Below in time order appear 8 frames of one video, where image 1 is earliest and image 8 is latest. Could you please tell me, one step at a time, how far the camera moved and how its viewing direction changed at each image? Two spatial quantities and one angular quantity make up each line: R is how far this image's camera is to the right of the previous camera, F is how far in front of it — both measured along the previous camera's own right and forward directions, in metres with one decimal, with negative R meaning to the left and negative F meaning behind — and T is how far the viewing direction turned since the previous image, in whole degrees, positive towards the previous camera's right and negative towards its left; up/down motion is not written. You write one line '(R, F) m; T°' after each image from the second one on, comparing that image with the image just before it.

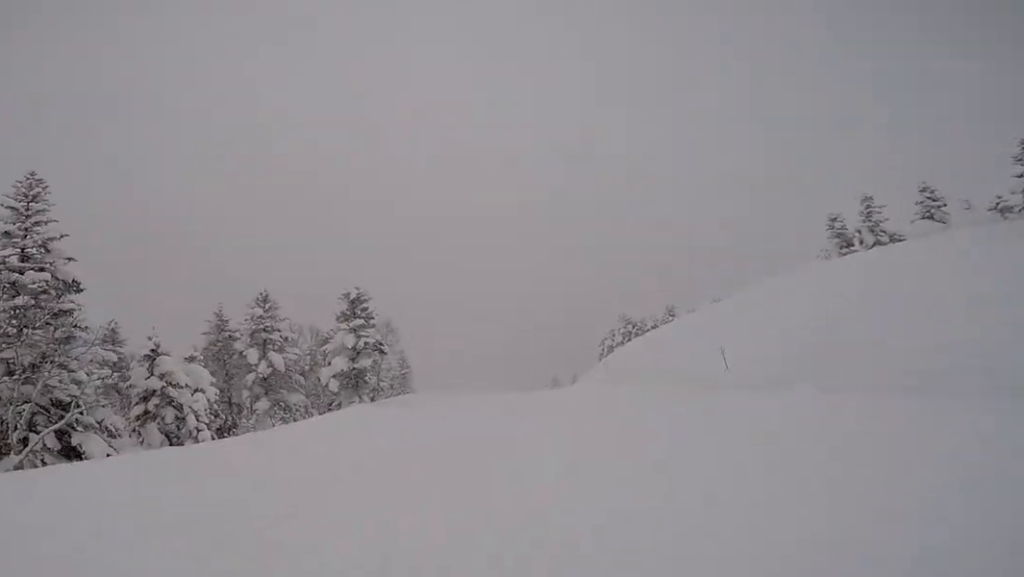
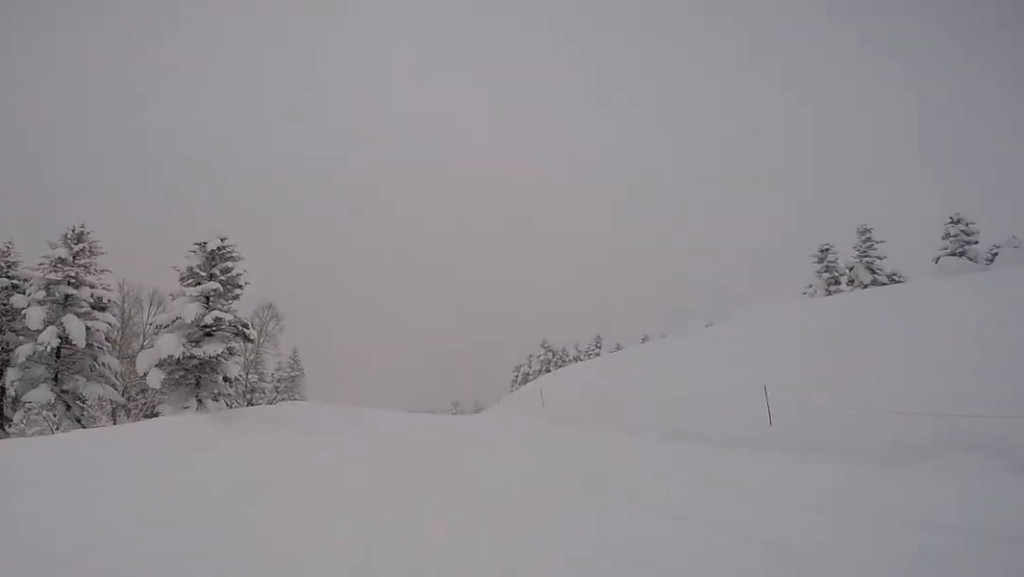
(+1.3, +7.9) m; +6°
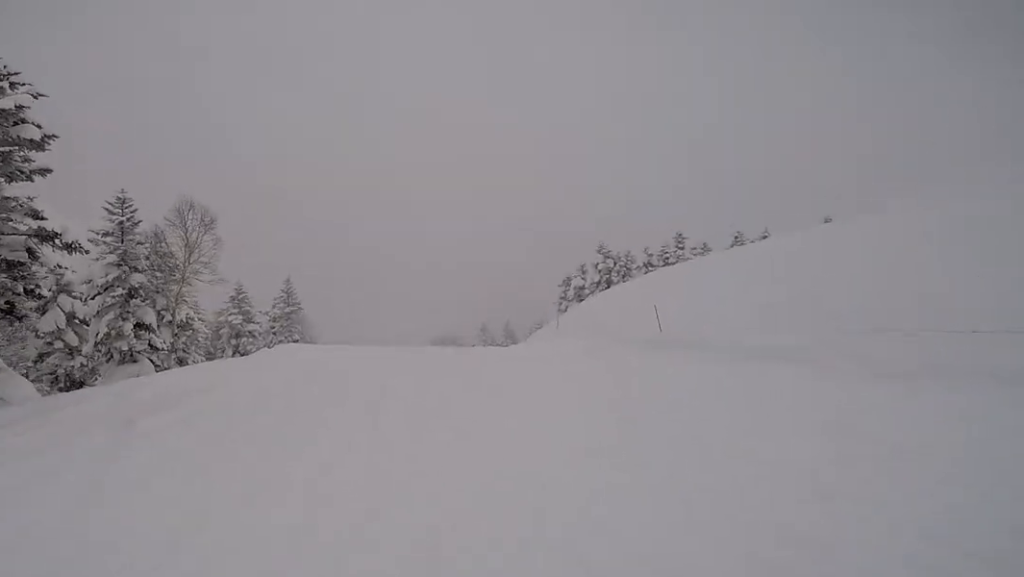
(-1.0, +10.1) m; -2°
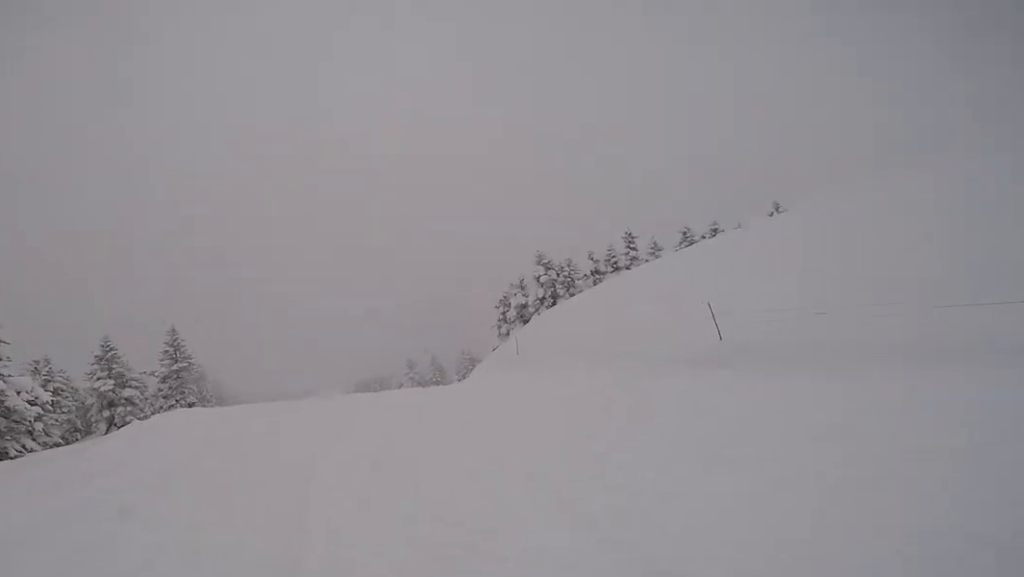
(+0.8, +6.6) m; 0°
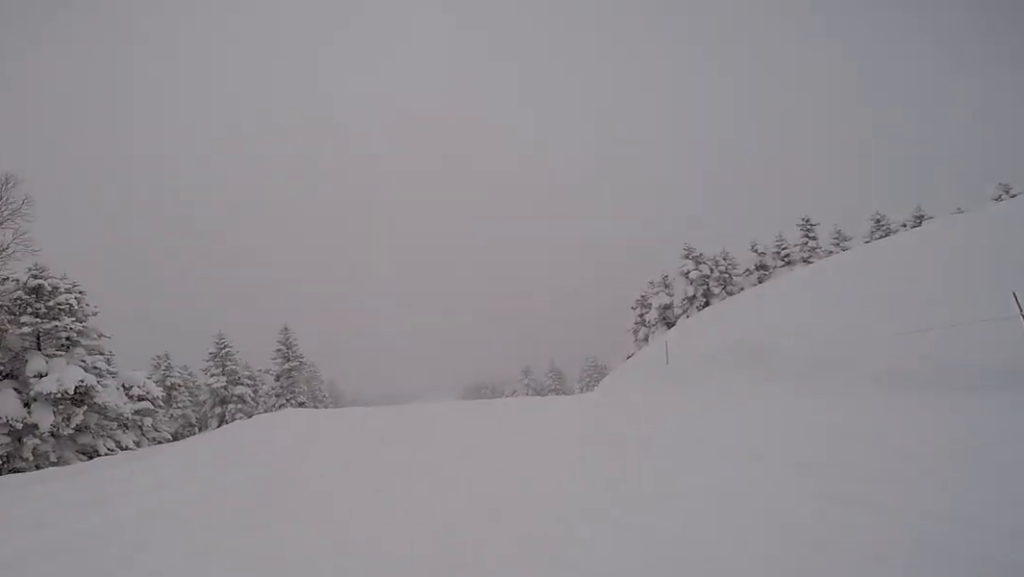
(-0.1, +2.9) m; -3°
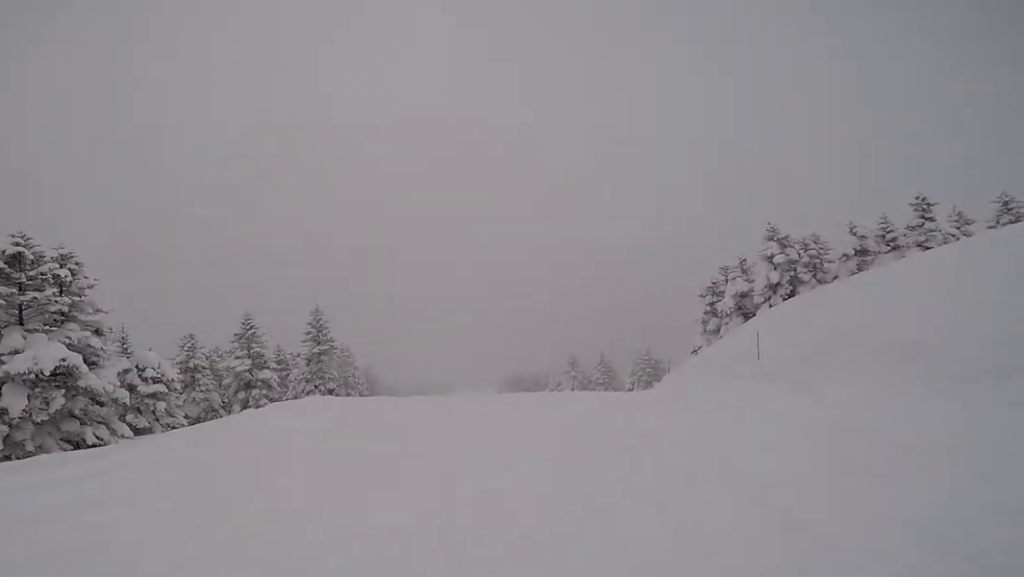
(-0.5, +2.8) m; -1°
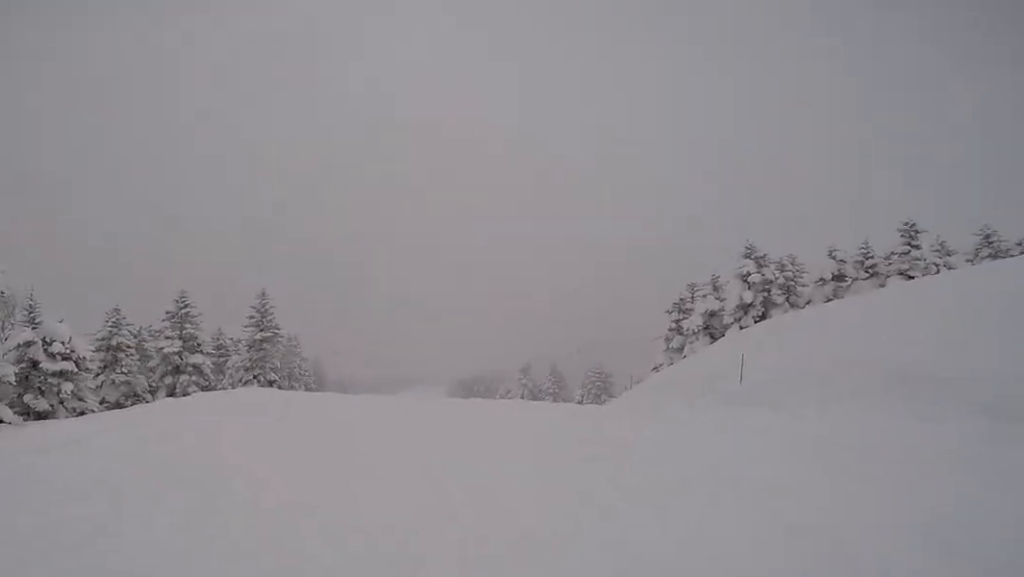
(0.0, +2.2) m; +2°
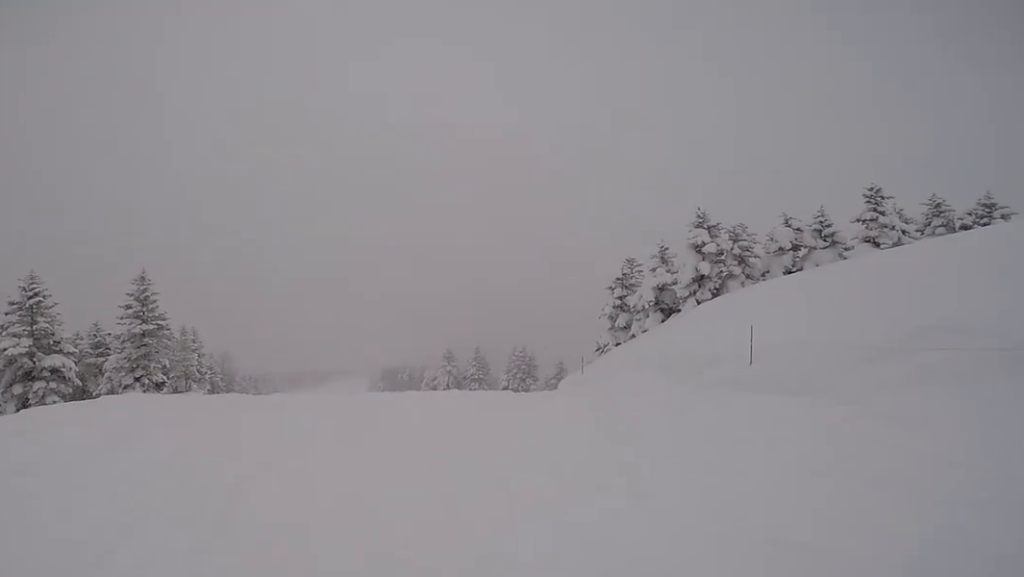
(+0.4, +4.0) m; +9°
